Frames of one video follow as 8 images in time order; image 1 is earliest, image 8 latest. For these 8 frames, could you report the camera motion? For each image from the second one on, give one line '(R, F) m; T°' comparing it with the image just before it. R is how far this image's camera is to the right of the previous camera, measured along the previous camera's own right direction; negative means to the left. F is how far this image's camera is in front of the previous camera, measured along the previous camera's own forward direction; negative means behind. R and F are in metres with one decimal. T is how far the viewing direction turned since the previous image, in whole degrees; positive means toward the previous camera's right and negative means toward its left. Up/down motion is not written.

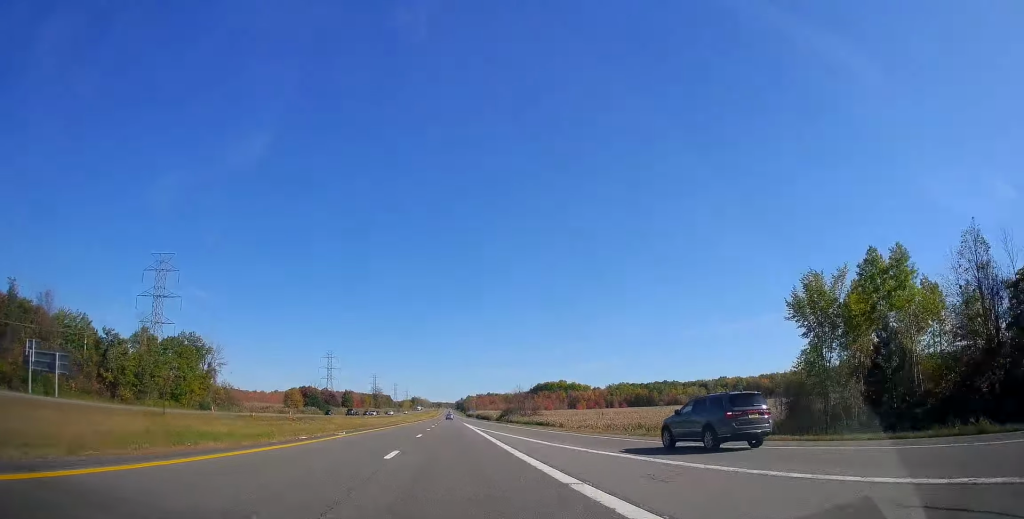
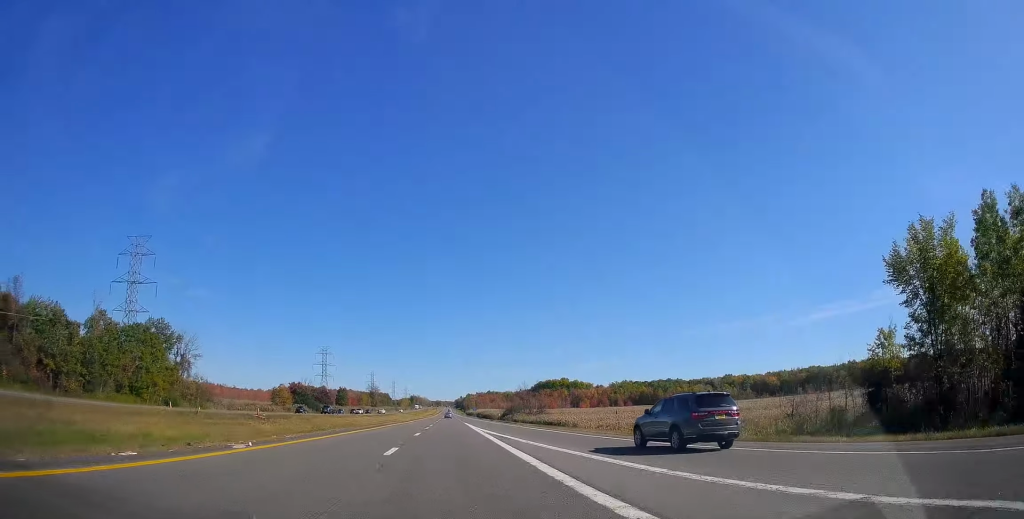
(0.0, +14.6) m; 0°
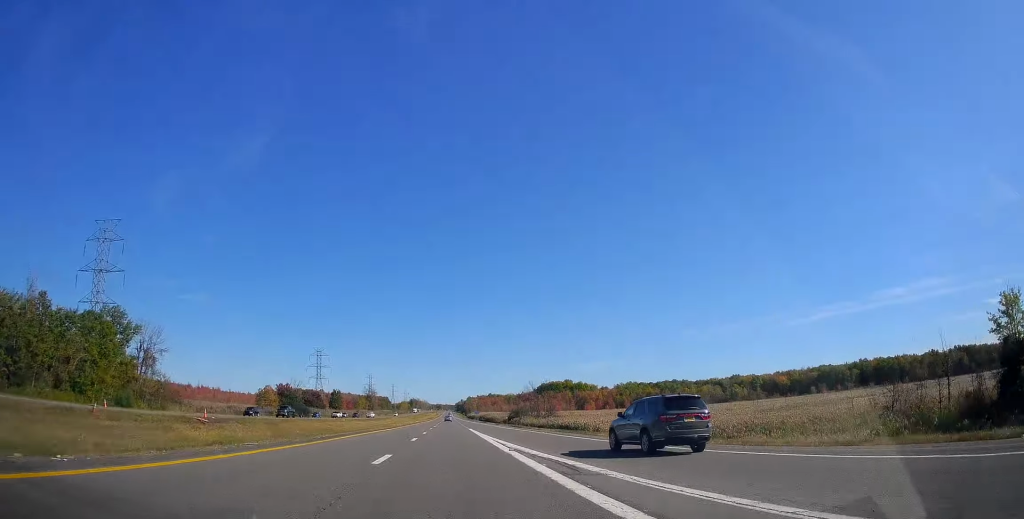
(0.0, +16.6) m; 0°
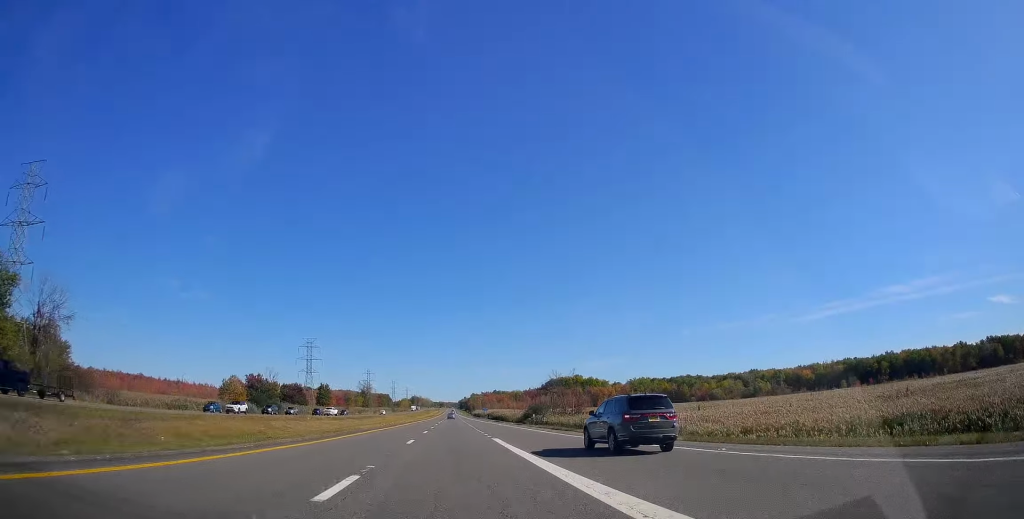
(+0.2, +33.5) m; +1°
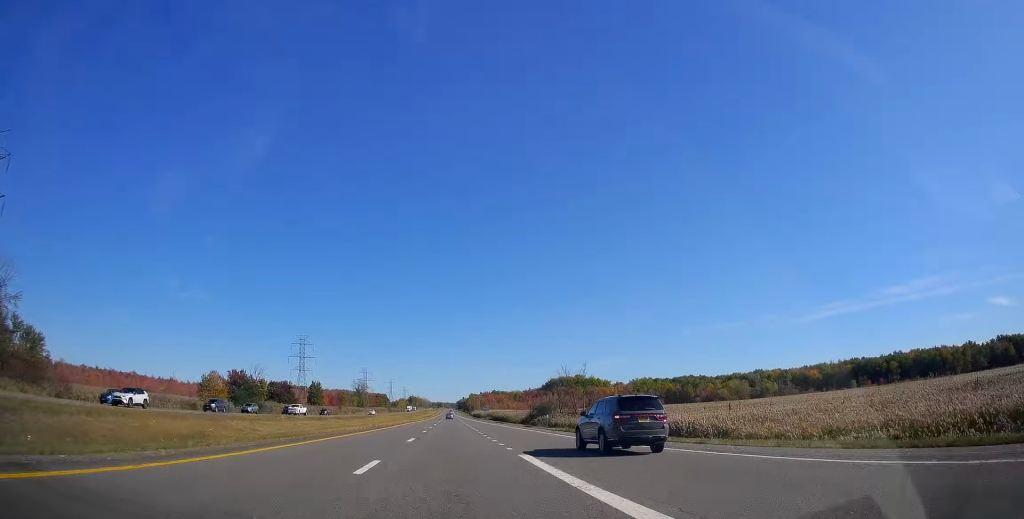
(+0.2, +12.8) m; 0°
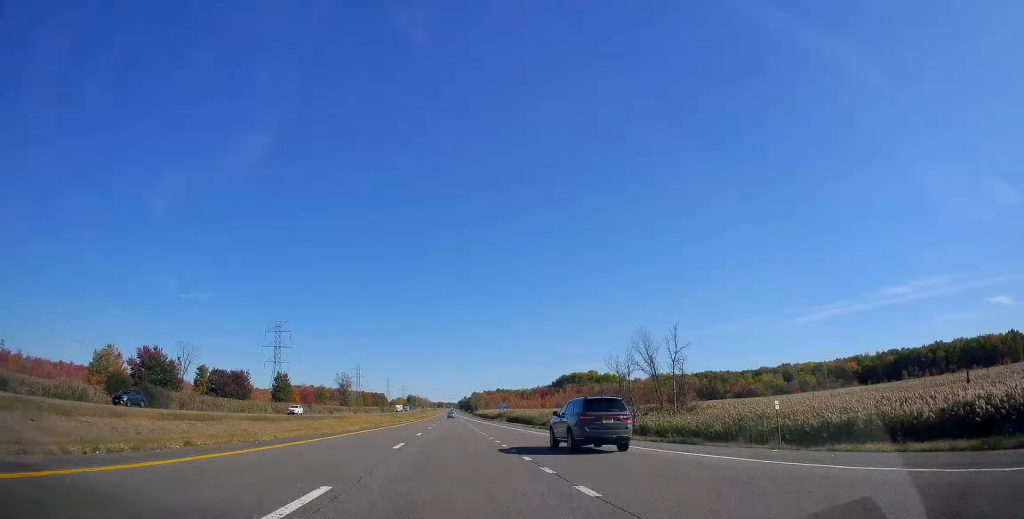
(-0.7, +48.9) m; -1°
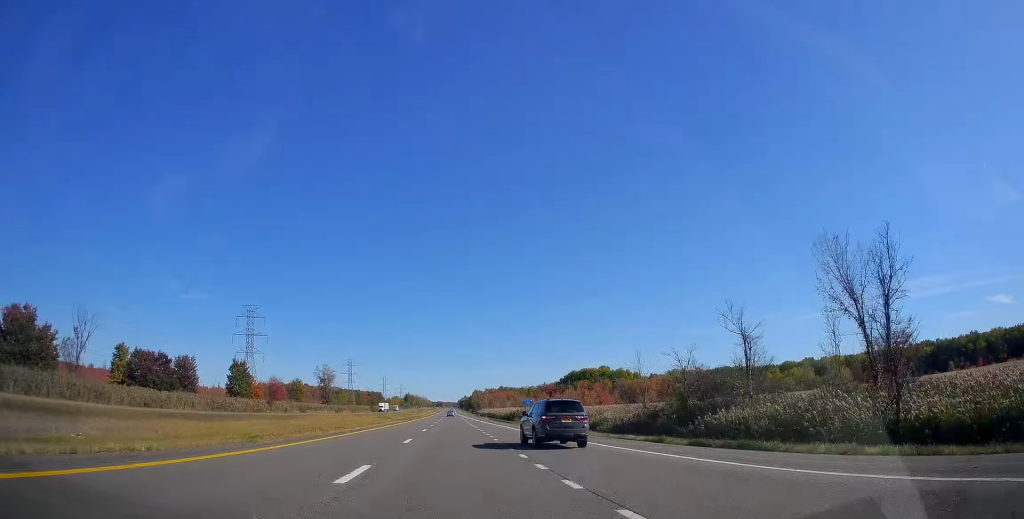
(0.0, +39.0) m; 0°
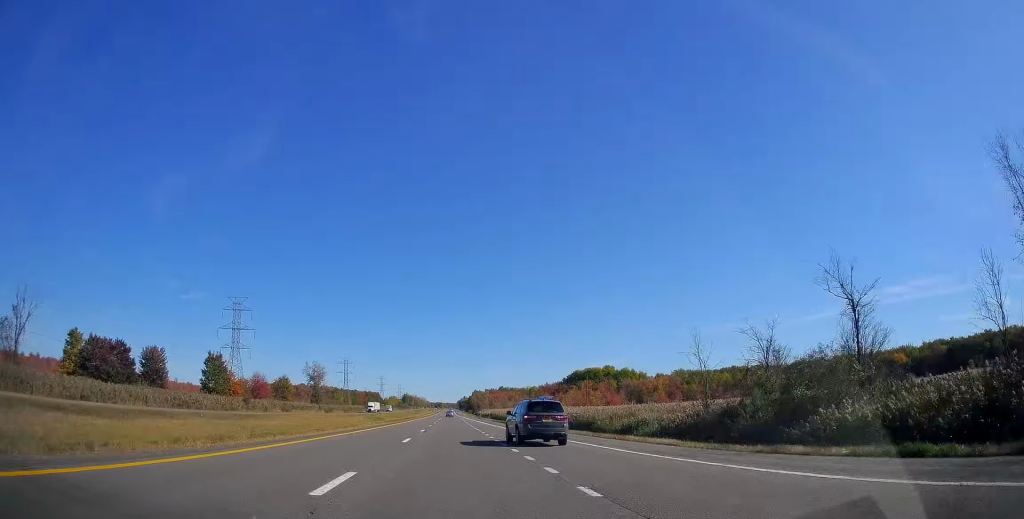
(0.0, +15.6) m; 0°
